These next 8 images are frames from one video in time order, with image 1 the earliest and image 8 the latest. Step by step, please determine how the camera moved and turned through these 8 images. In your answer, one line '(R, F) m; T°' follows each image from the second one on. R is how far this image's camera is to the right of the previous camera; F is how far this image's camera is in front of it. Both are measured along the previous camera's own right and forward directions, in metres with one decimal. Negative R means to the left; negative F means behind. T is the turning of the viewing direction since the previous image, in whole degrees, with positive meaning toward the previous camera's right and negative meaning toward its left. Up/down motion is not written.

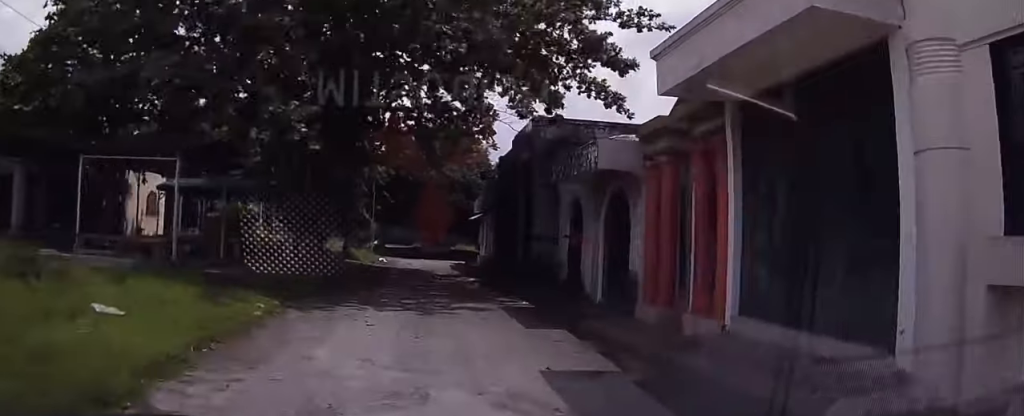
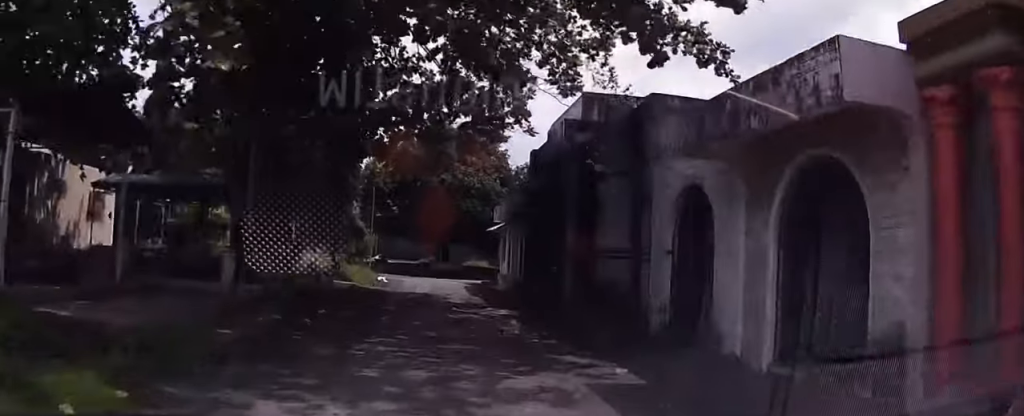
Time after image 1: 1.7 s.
(+0.1, +6.5) m; -1°
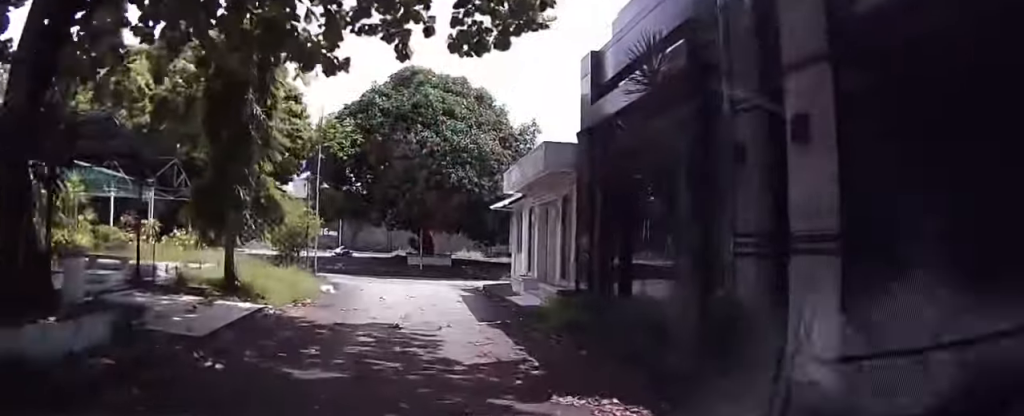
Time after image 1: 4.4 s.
(-0.3, +10.1) m; +1°
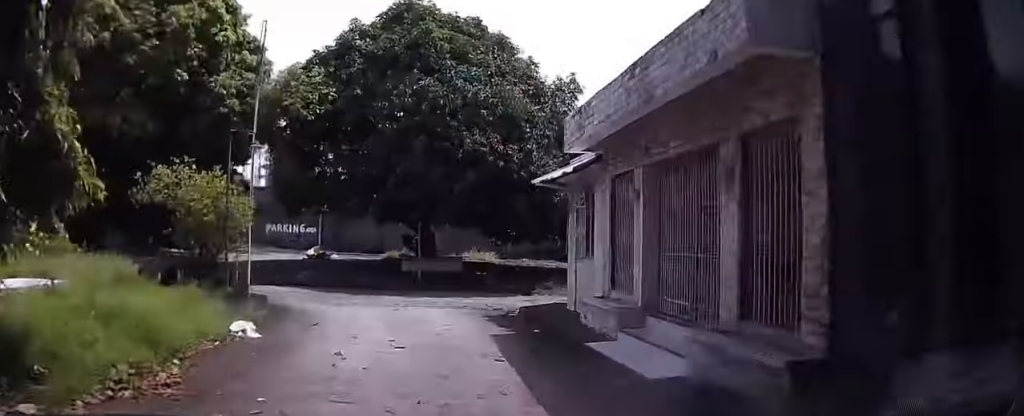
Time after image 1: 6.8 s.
(+0.4, +7.8) m; +2°
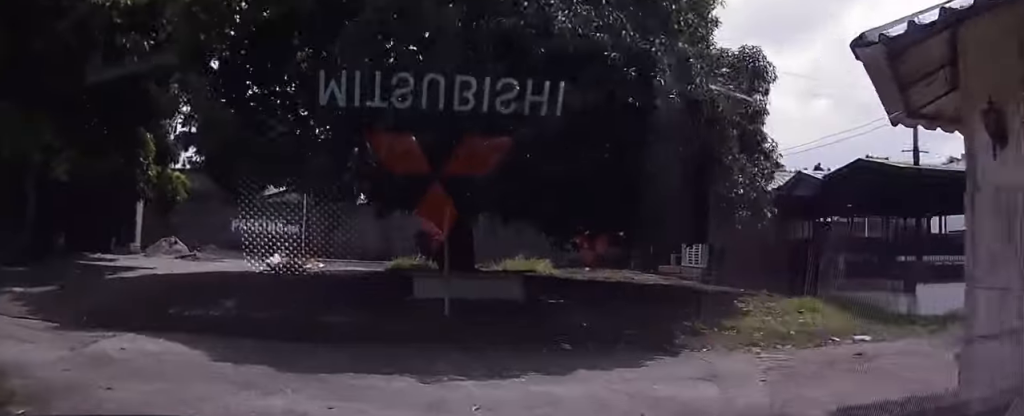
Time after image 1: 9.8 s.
(0.0, +9.7) m; -29°
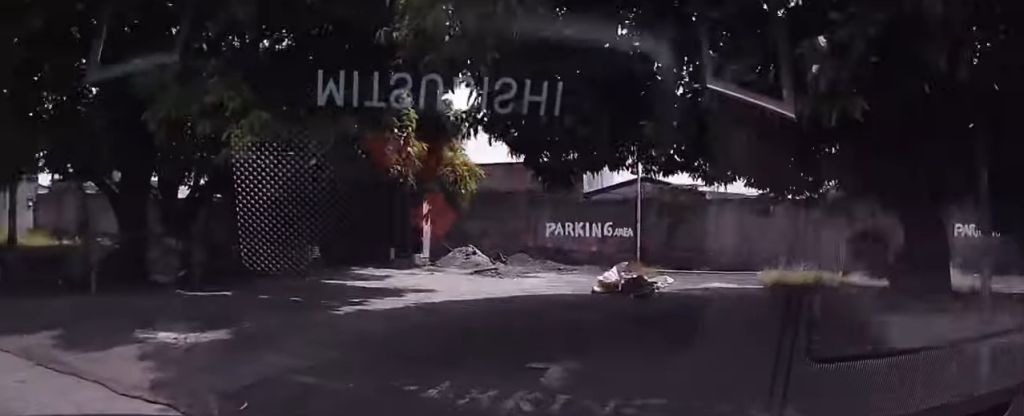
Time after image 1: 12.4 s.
(-3.3, +6.3) m; -34°
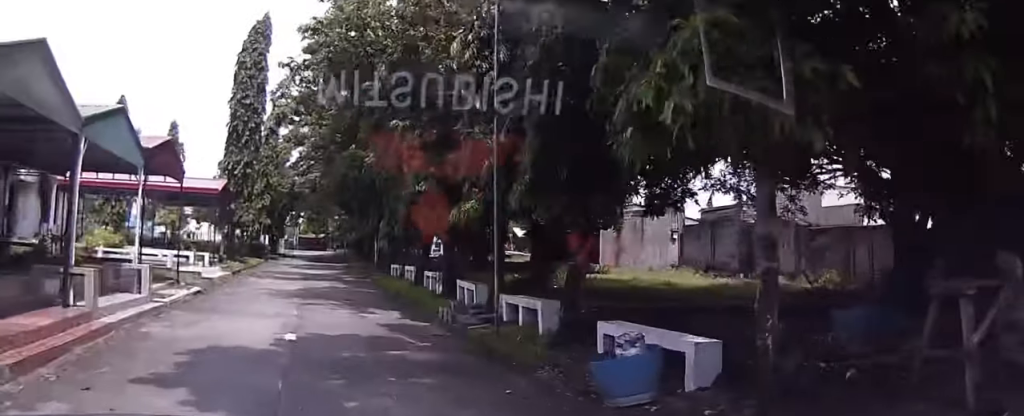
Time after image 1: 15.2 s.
(-2.8, +9.6) m; -21°
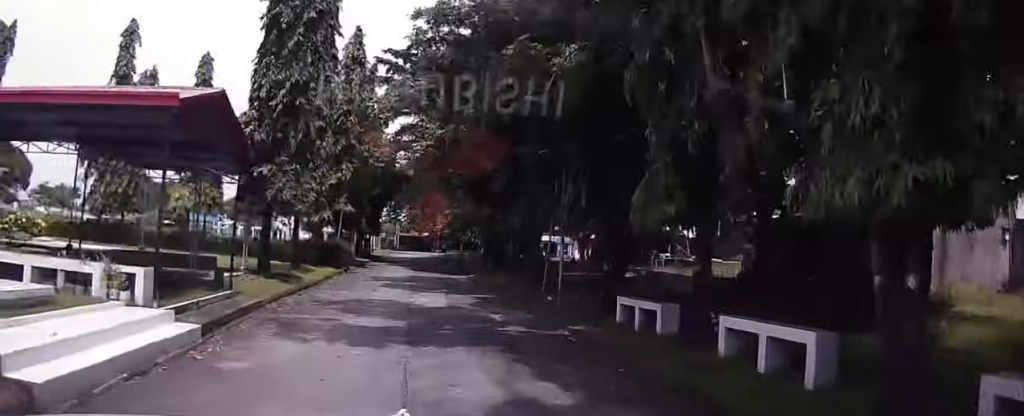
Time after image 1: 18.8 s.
(-1.8, +16.4) m; -7°
